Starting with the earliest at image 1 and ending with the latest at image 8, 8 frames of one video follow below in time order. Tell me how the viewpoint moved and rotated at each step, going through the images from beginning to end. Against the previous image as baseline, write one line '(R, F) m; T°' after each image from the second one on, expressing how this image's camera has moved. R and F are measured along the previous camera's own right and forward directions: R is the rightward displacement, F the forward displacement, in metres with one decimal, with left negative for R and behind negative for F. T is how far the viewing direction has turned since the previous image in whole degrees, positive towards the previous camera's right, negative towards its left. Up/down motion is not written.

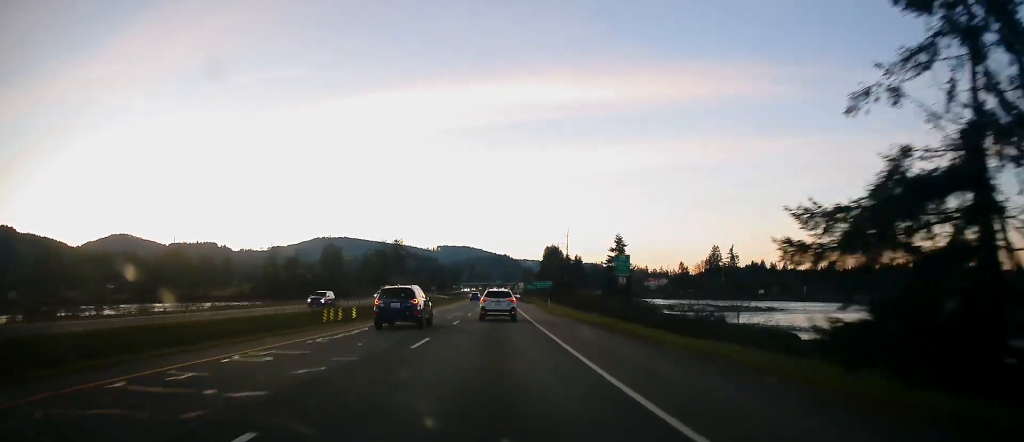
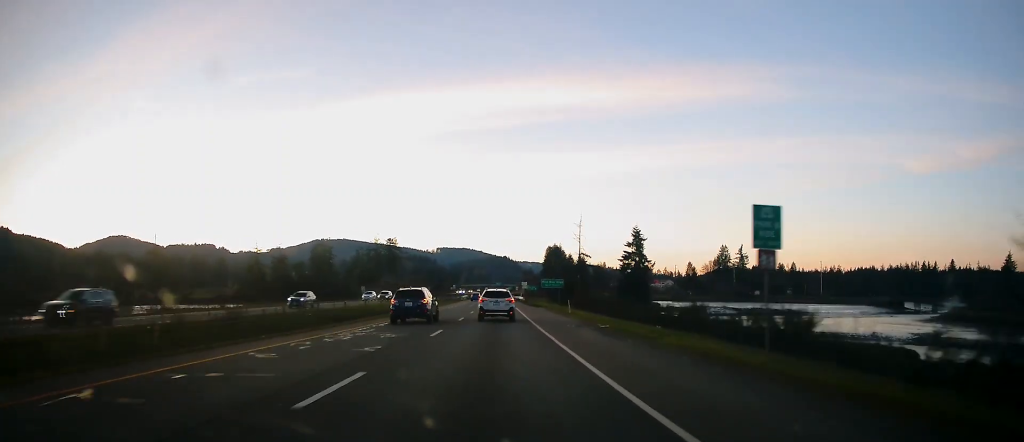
(+0.2, +20.2) m; +1°
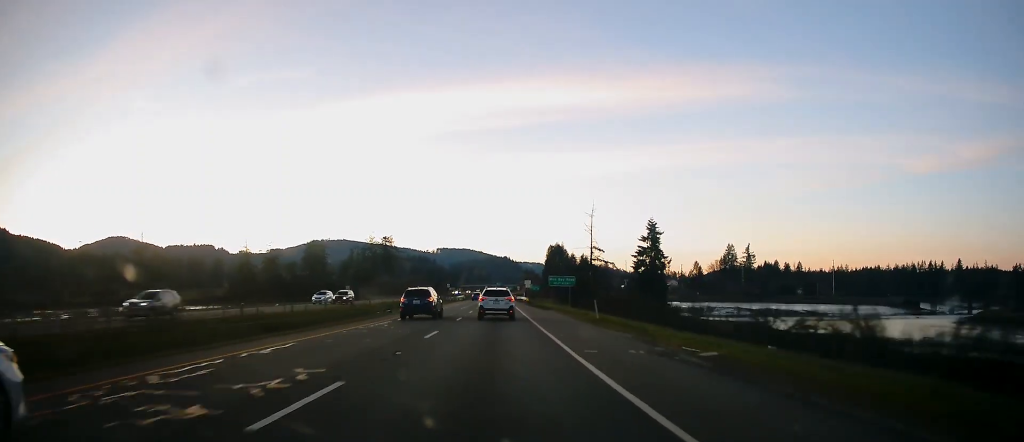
(+0.1, +13.7) m; 0°
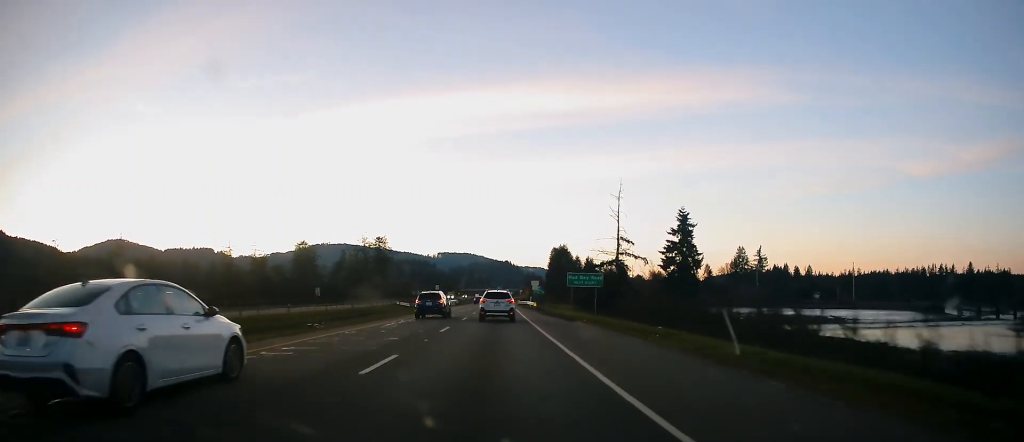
(0.0, +20.5) m; 0°
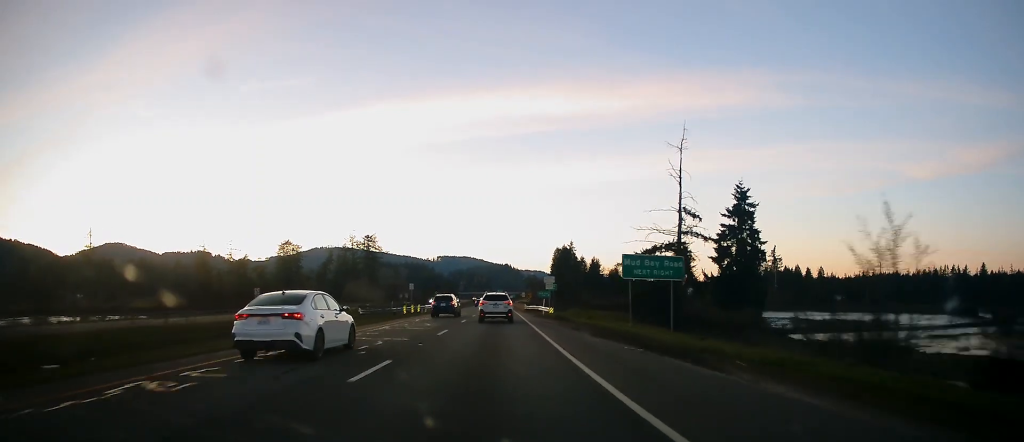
(-0.2, +25.5) m; 0°
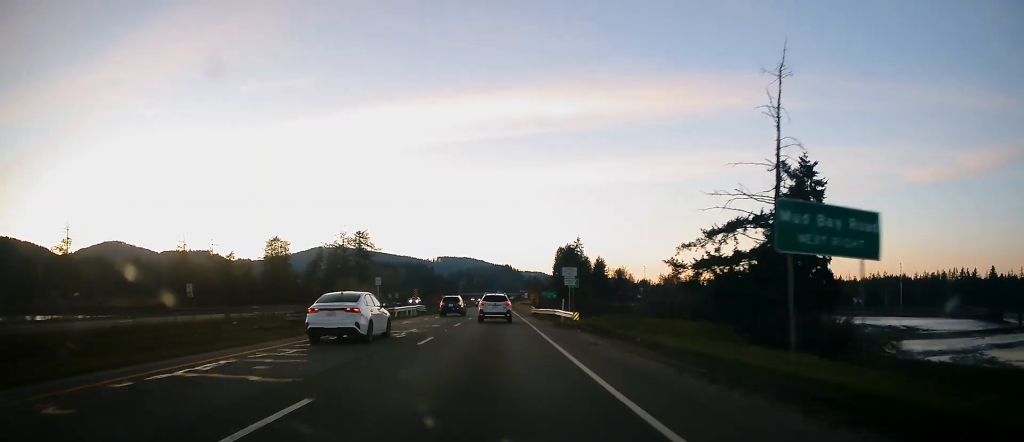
(0.0, +17.3) m; 0°
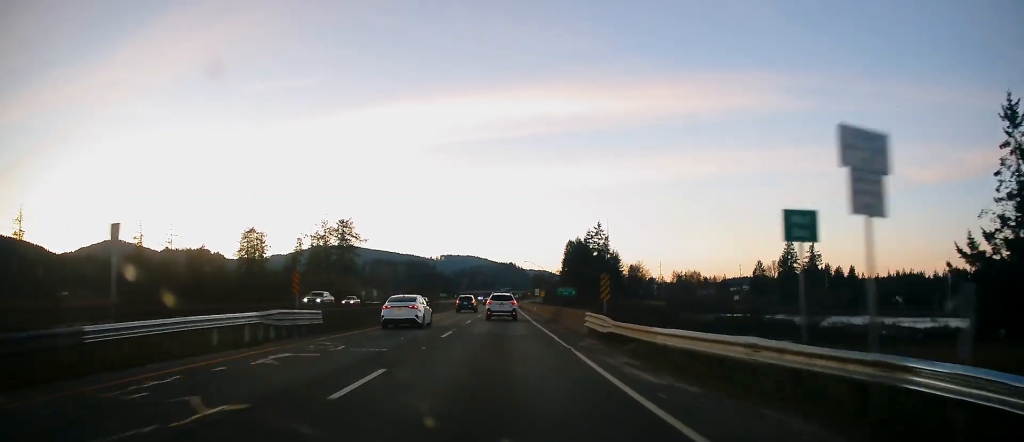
(+0.2, +33.5) m; +1°
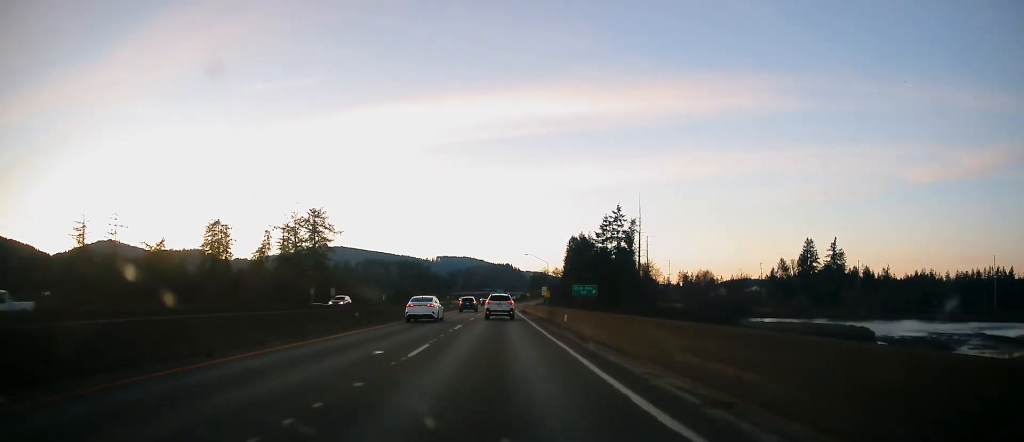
(0.0, +31.0) m; 0°
